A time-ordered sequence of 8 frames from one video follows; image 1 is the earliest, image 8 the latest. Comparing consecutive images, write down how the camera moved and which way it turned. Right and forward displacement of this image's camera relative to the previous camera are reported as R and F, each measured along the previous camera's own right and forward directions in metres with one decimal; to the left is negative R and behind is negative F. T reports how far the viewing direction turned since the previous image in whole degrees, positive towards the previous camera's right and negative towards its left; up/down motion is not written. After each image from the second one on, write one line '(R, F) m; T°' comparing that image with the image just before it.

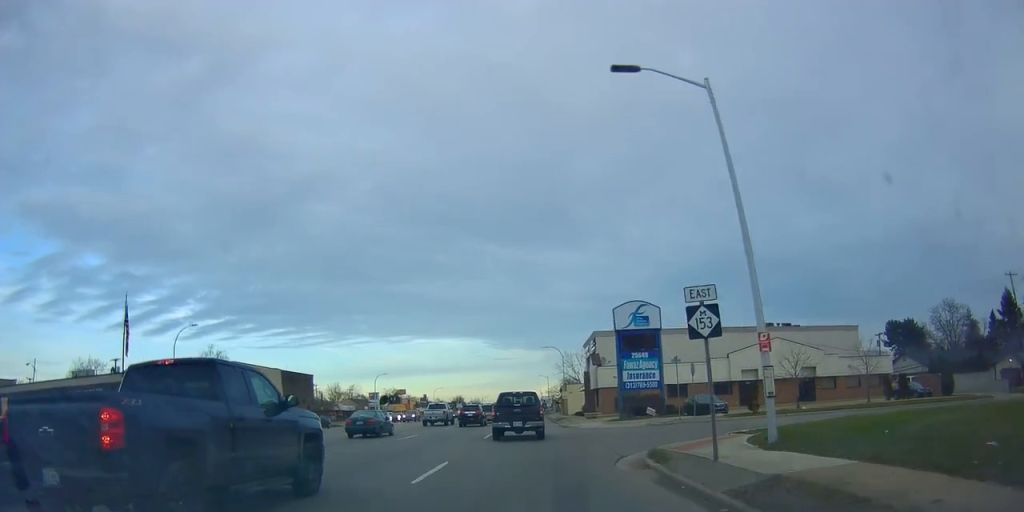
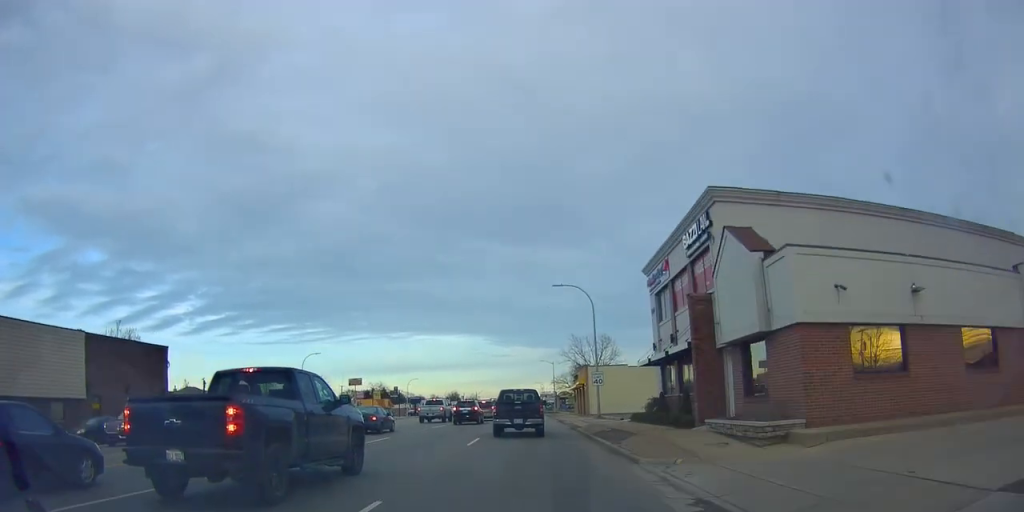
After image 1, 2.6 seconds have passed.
(0.0, +35.6) m; 0°
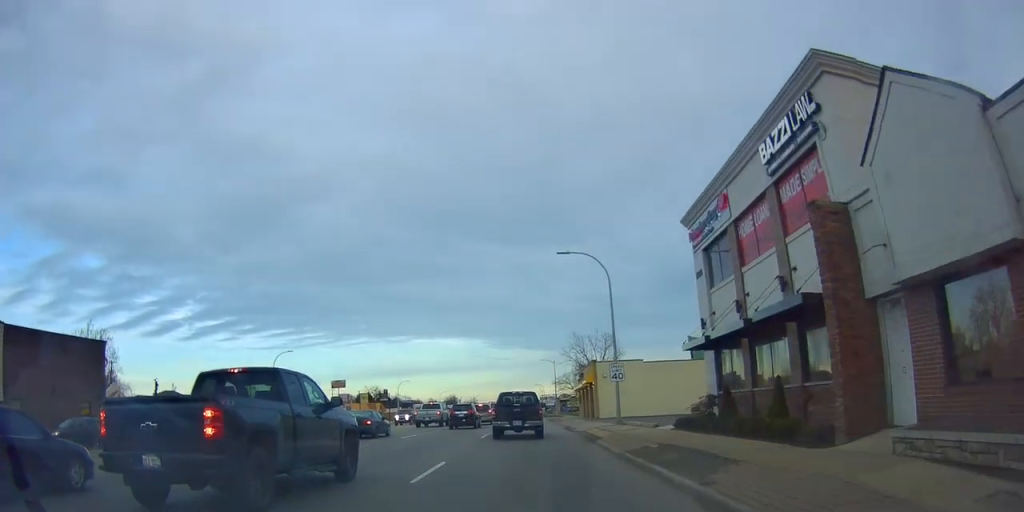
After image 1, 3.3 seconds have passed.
(0.0, +8.6) m; -1°
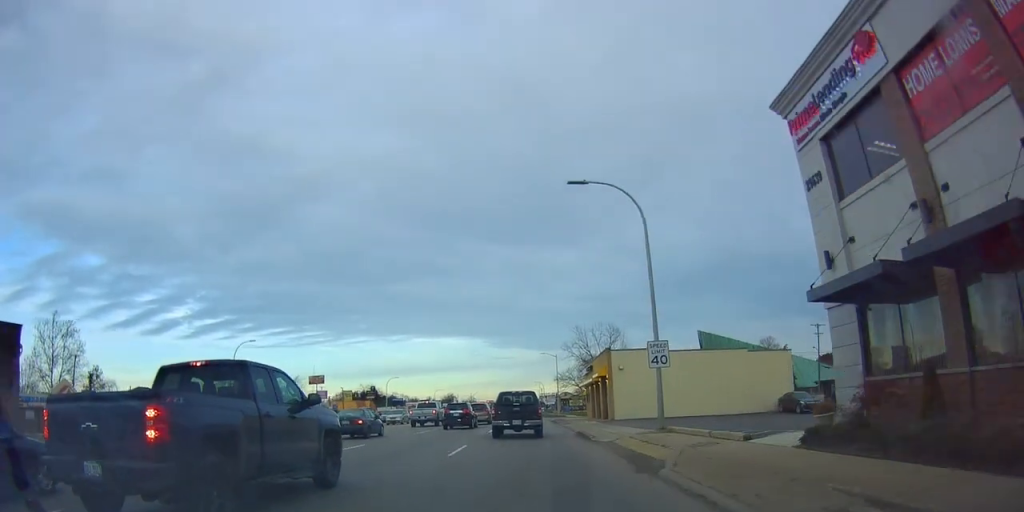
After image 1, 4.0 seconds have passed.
(-0.2, +9.6) m; -1°
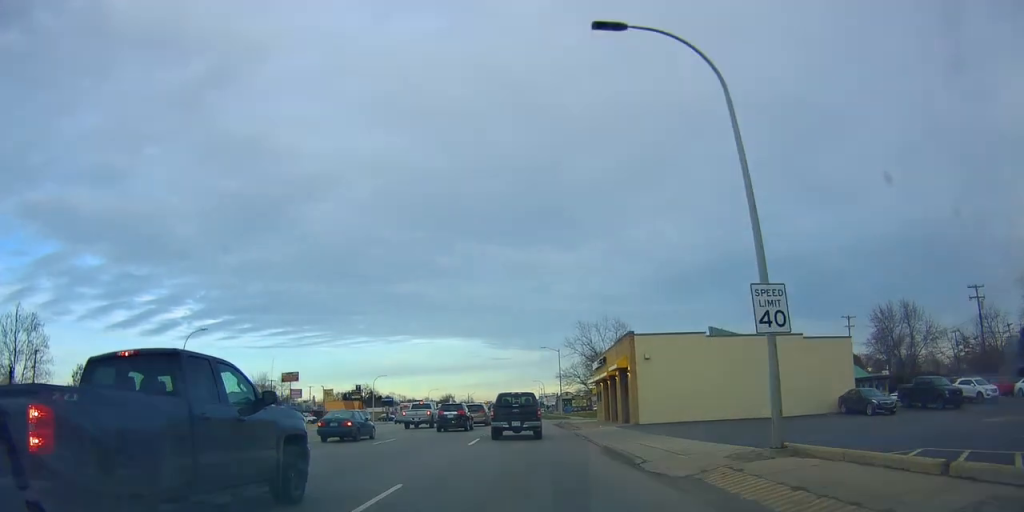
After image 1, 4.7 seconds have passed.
(-0.3, +9.6) m; 0°
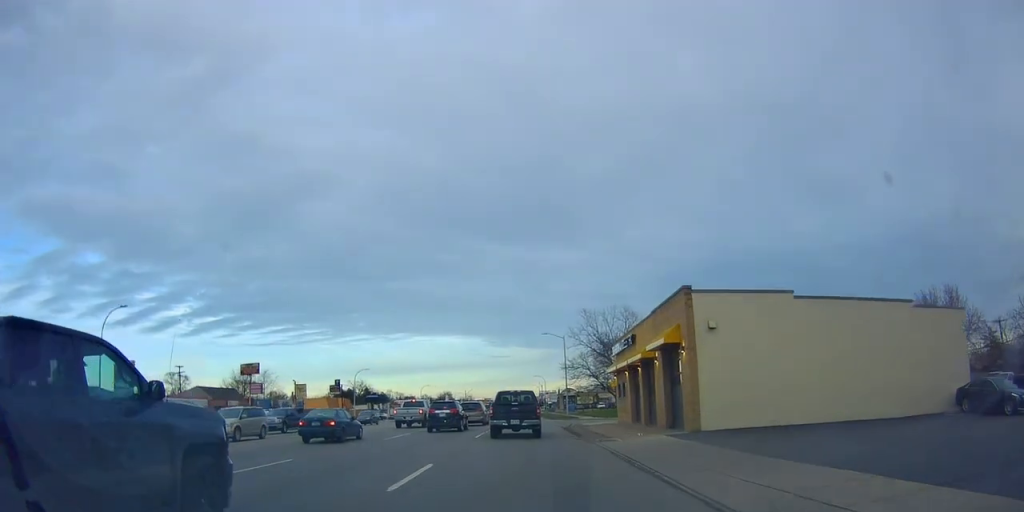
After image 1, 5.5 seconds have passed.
(+0.4, +12.0) m; +2°
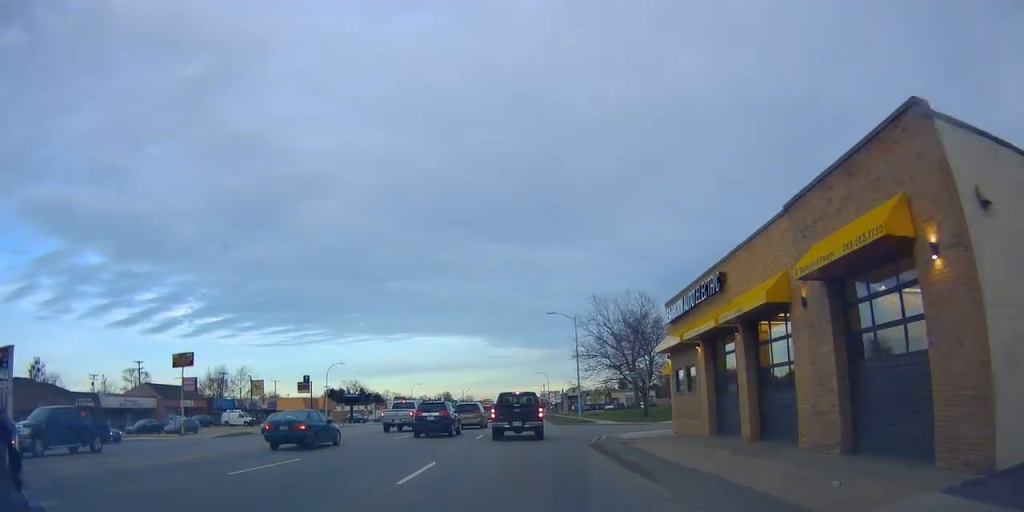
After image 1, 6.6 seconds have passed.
(0.0, +14.6) m; -2°
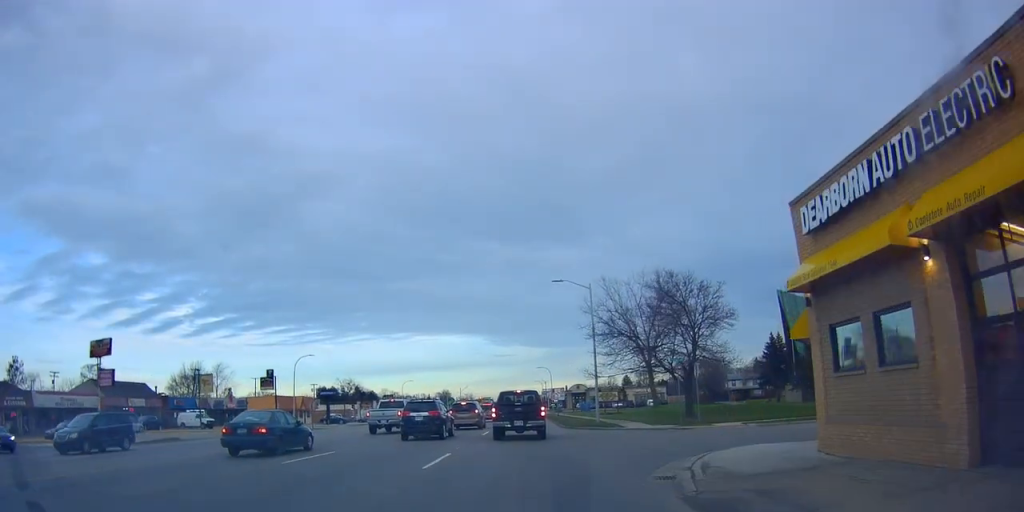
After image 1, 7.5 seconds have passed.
(-0.5, +12.4) m; -2°
